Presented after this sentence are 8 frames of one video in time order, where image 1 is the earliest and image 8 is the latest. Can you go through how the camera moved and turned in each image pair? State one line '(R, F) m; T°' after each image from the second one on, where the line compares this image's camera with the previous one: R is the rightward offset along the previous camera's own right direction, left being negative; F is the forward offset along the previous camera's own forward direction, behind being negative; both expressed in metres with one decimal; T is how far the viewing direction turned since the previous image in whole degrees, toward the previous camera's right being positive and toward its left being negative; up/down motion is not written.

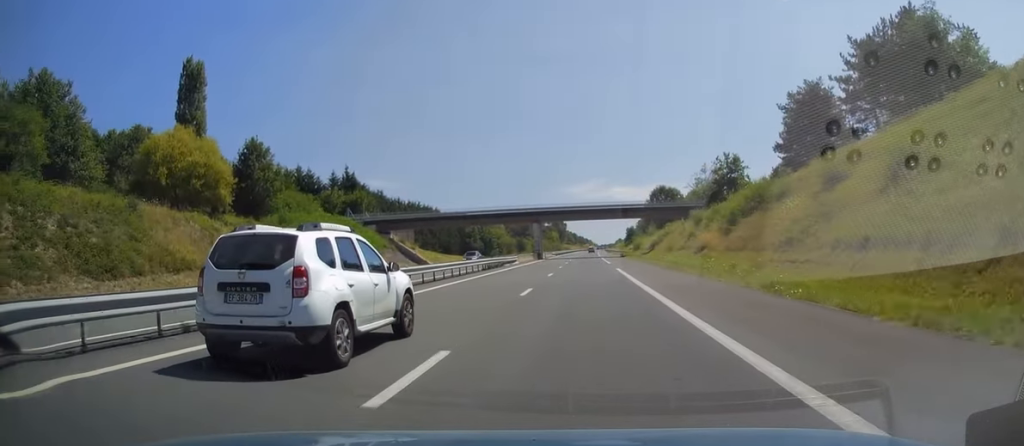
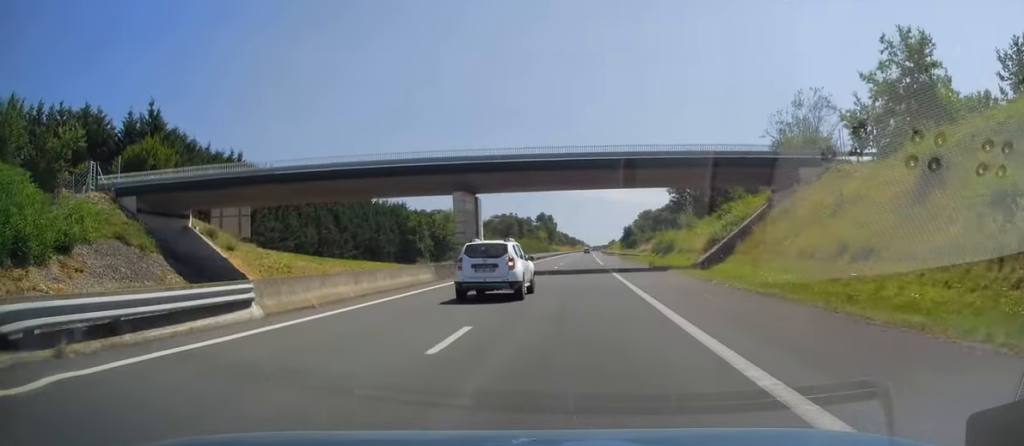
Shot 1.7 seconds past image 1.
(+0.6, +49.3) m; 0°
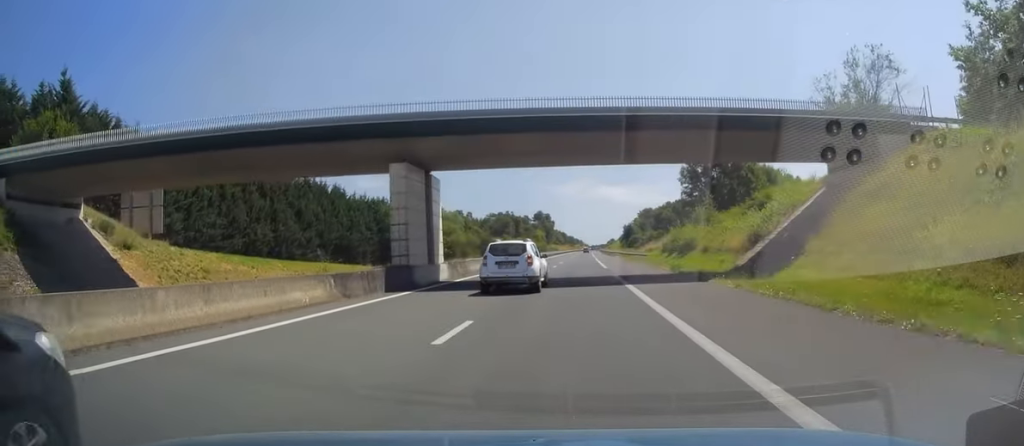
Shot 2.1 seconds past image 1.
(-0.1, +12.2) m; 0°
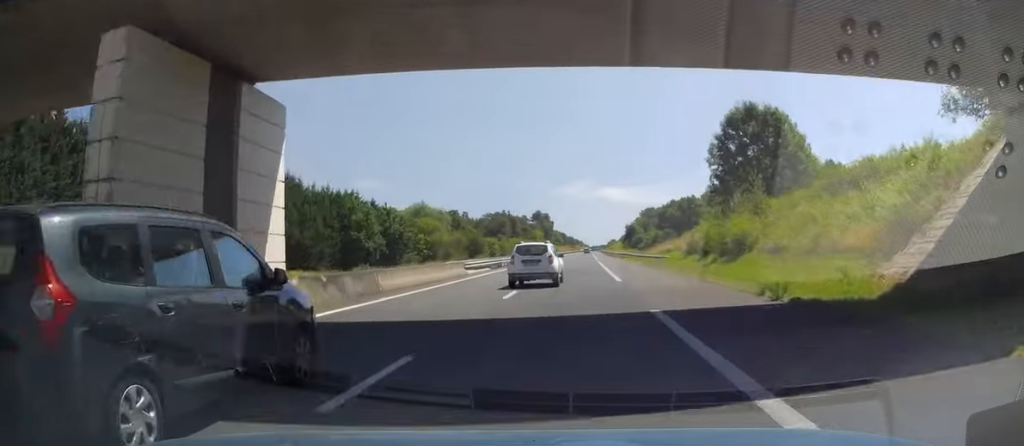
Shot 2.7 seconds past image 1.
(-0.3, +17.1) m; 0°
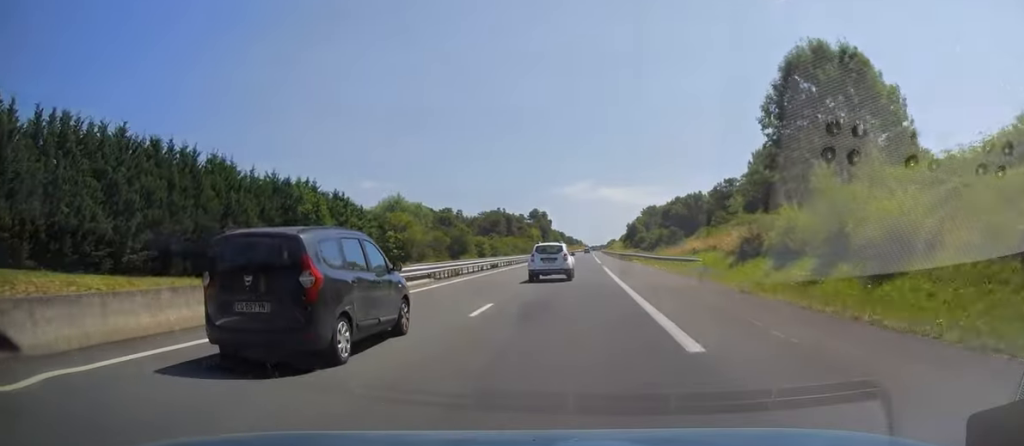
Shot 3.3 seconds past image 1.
(+0.2, +18.1) m; +1°
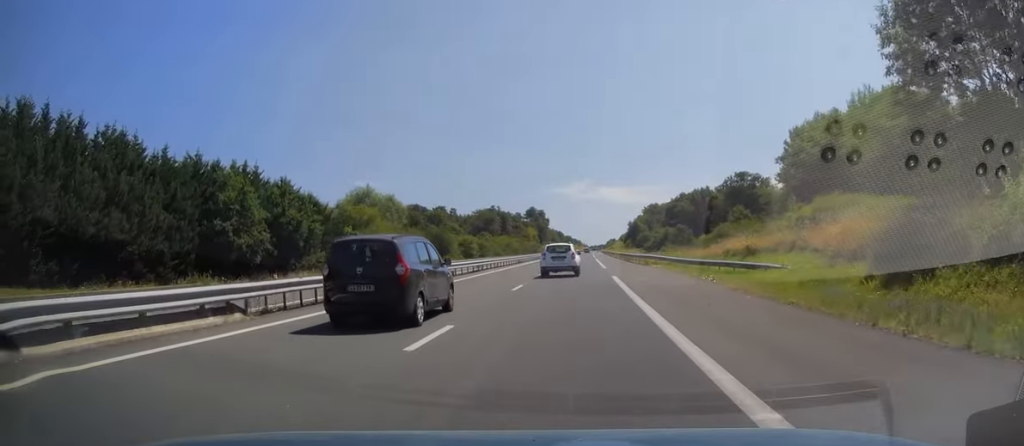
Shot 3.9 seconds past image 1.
(+0.1, +17.6) m; 0°
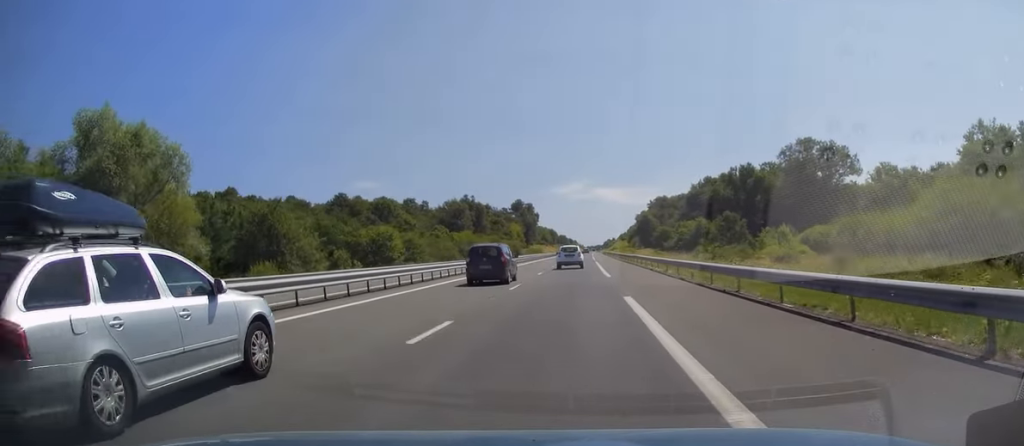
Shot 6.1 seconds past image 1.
(-0.1, +64.7) m; 0°
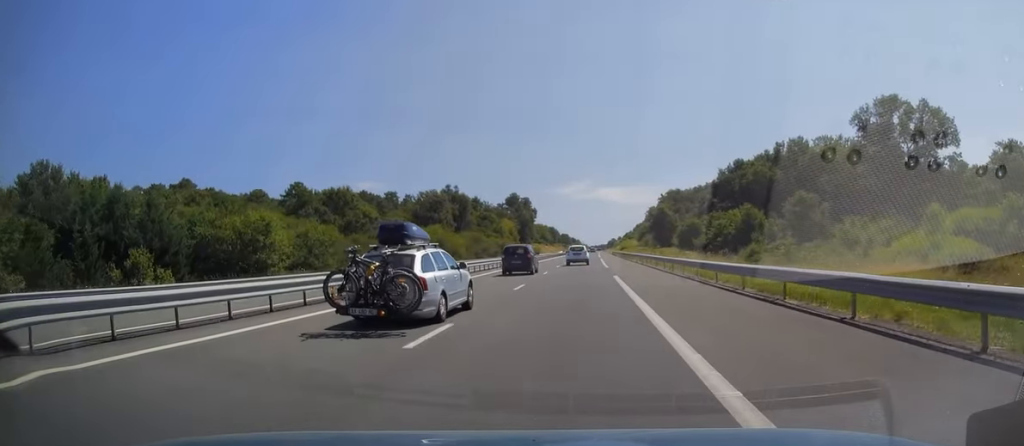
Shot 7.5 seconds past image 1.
(0.0, +39.8) m; 0°
